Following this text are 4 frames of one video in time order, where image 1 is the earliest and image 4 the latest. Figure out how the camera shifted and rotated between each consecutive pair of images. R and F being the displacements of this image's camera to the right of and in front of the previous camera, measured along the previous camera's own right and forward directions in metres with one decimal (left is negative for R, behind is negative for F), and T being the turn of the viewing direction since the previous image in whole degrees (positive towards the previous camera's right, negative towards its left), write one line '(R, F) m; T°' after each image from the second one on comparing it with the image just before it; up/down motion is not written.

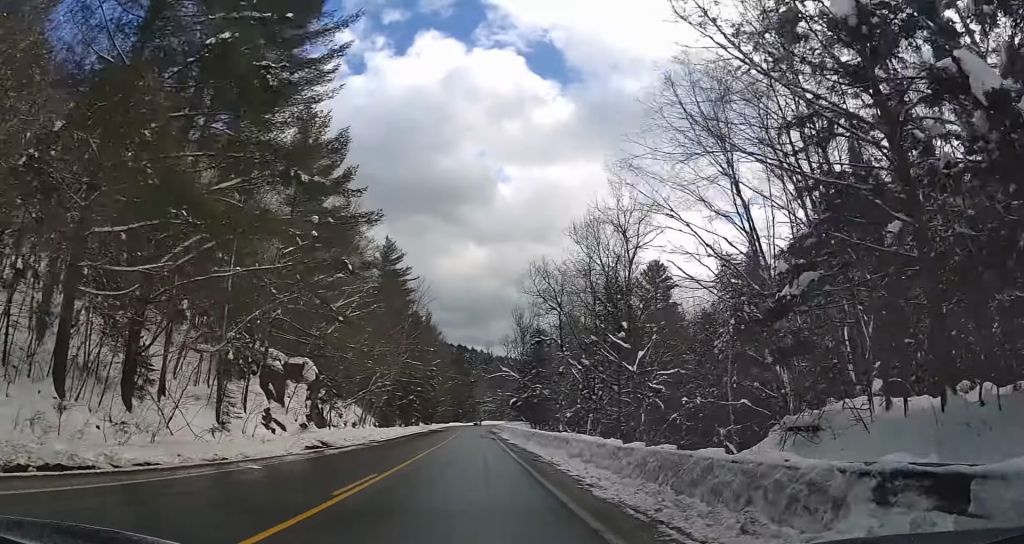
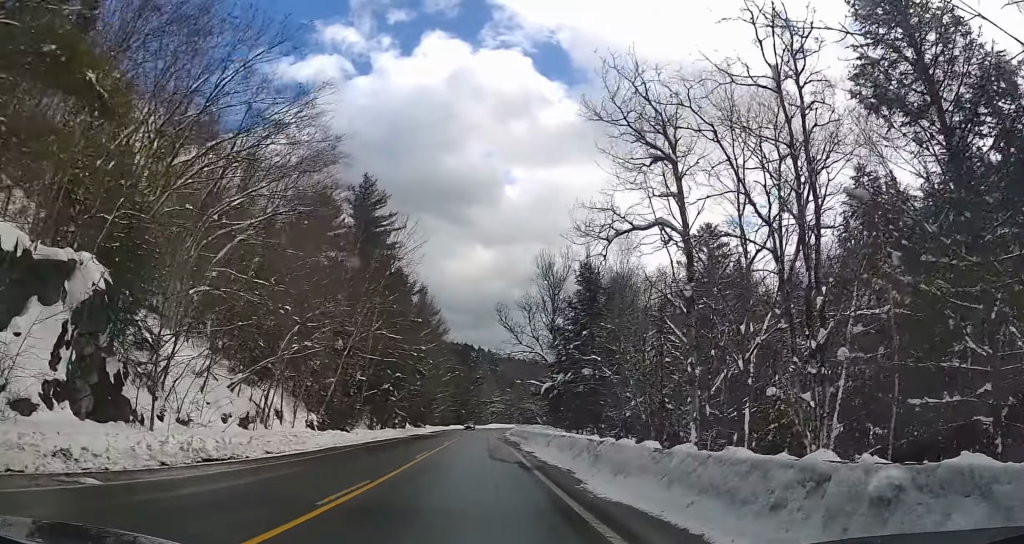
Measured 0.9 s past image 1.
(+0.1, +25.6) m; 0°
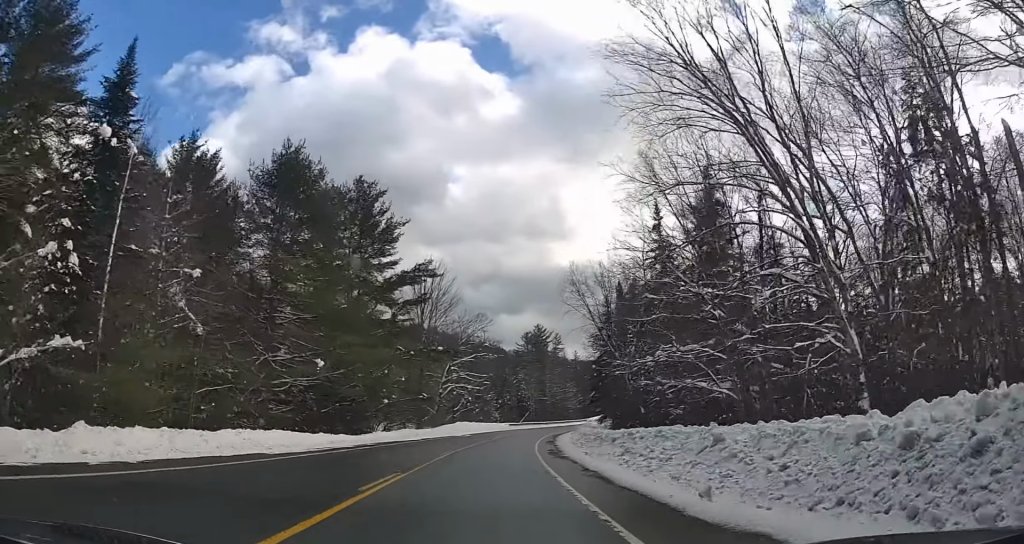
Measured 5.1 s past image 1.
(-1.2, +111.4) m; -1°
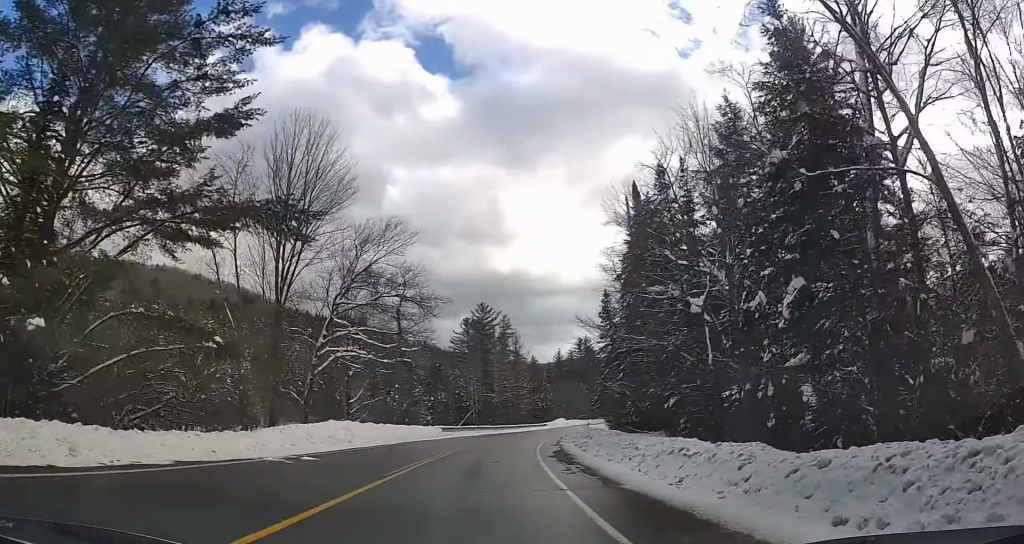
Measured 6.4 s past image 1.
(+1.2, +33.5) m; +4°
